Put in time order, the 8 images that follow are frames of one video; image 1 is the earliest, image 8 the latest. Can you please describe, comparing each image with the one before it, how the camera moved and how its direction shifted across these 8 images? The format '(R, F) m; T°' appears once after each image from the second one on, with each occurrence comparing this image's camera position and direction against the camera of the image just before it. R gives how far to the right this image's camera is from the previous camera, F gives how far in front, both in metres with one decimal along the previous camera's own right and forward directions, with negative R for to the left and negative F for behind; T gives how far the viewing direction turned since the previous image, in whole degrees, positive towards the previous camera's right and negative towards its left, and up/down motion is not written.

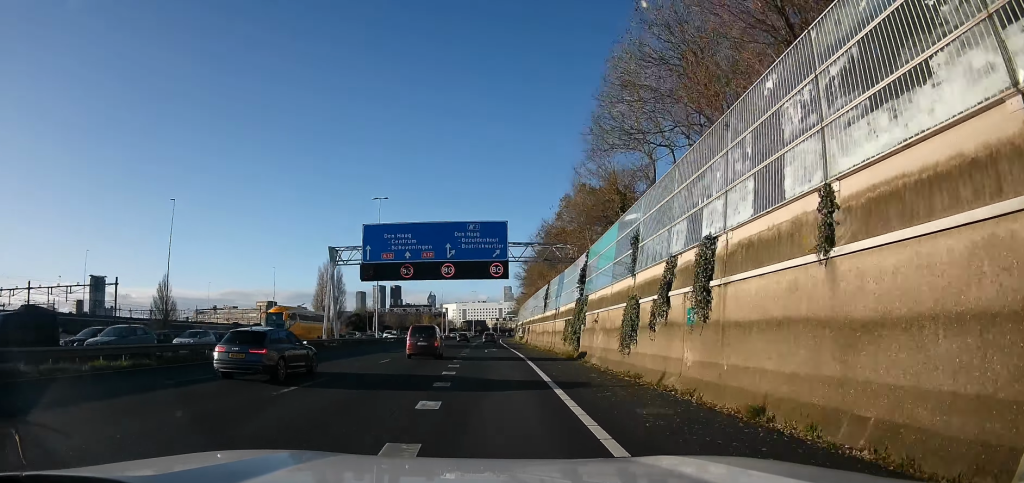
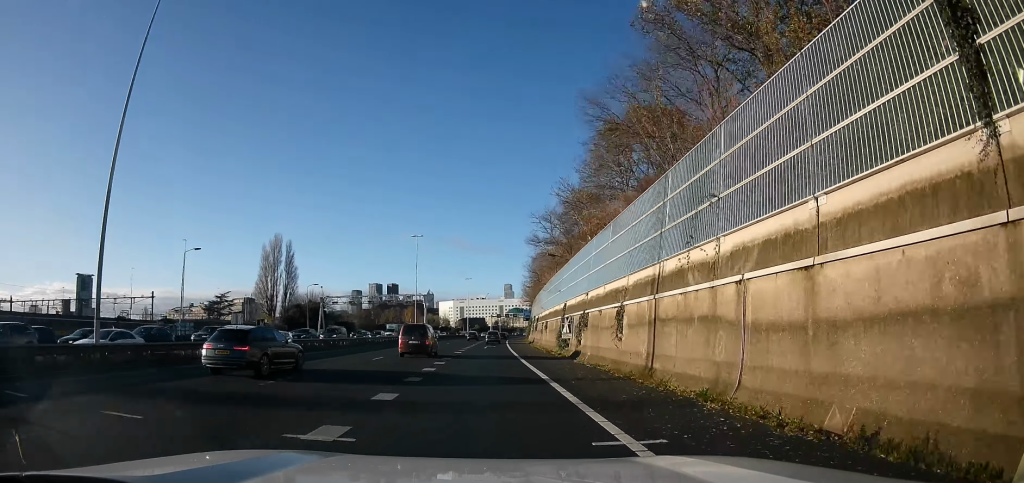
(0.0, +46.9) m; 0°
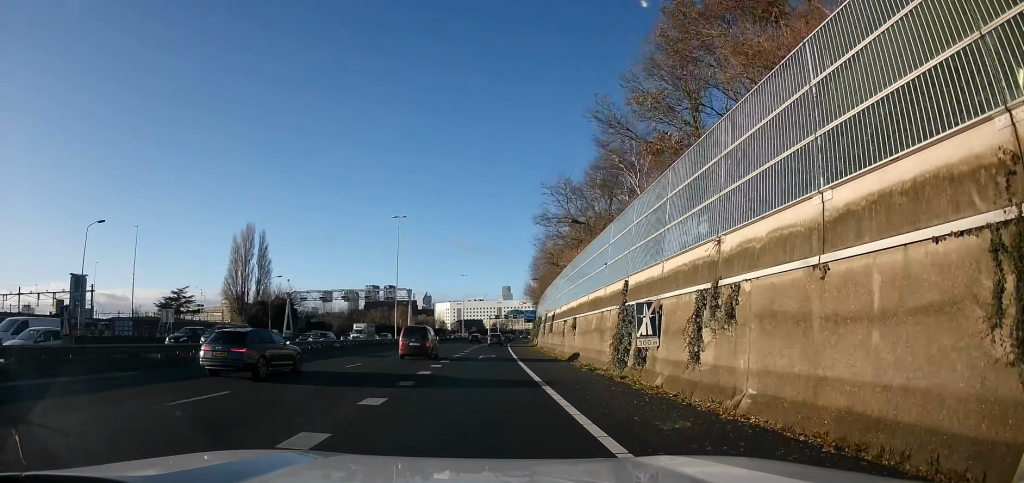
(0.0, +16.5) m; +2°
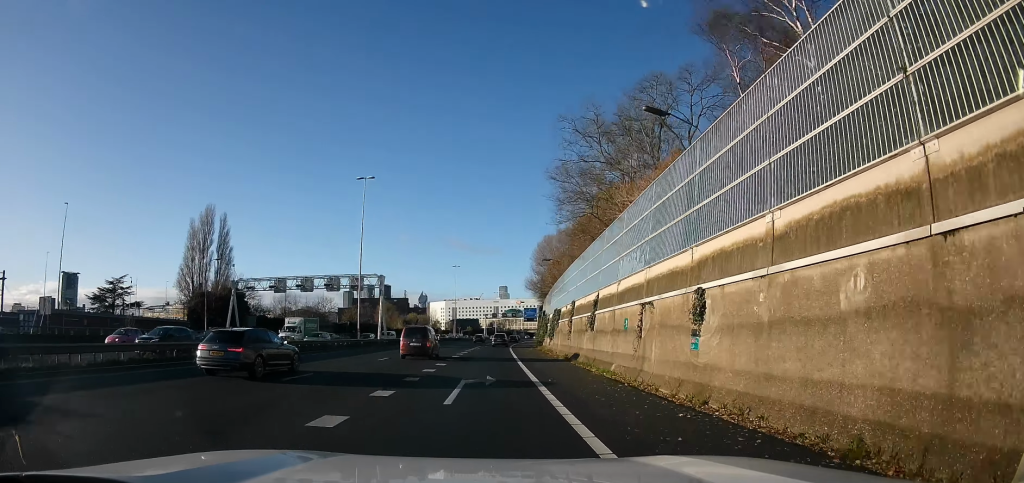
(+0.6, +18.7) m; +1°
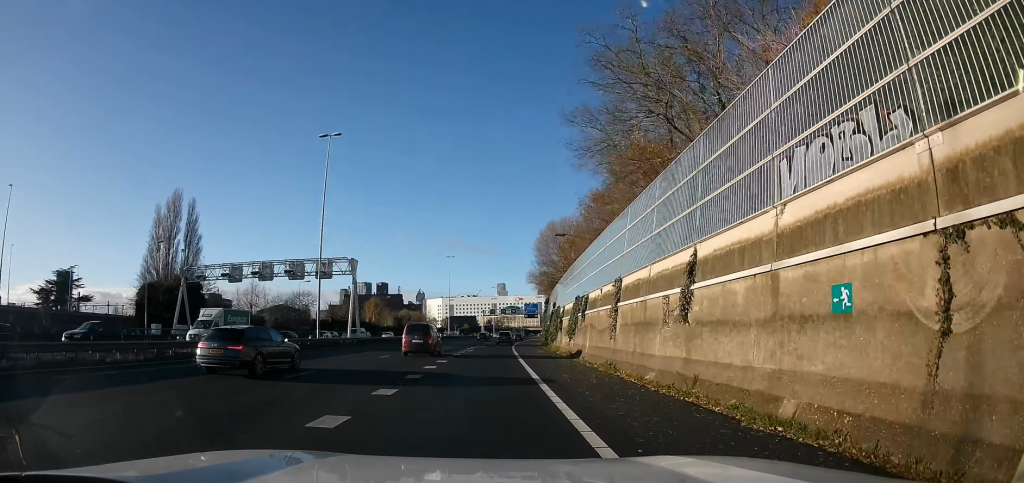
(+0.3, +12.2) m; 0°
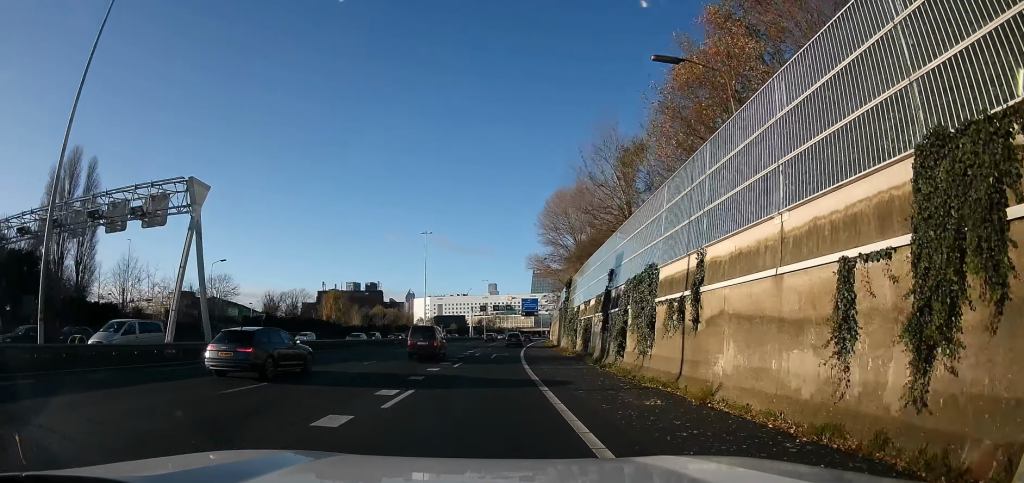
(-1.3, +27.8) m; -1°
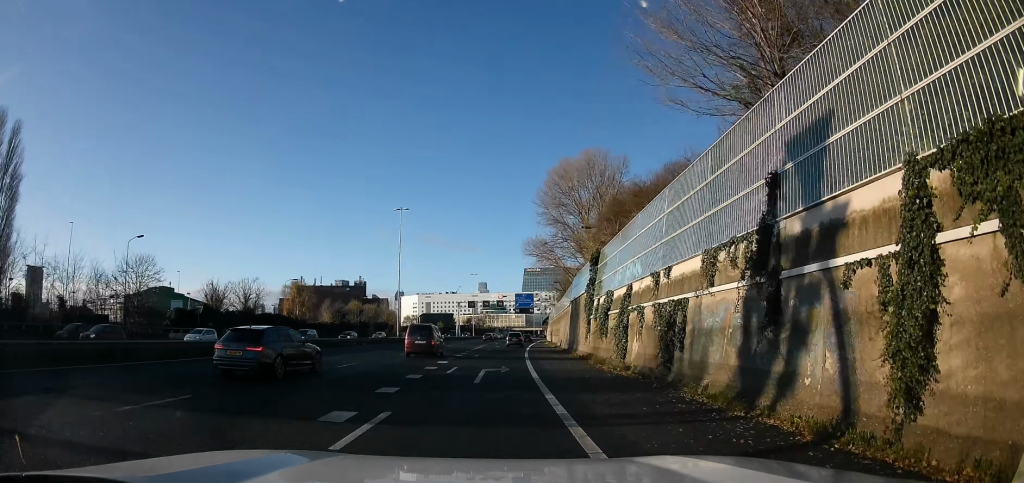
(+0.1, +15.6) m; +3°
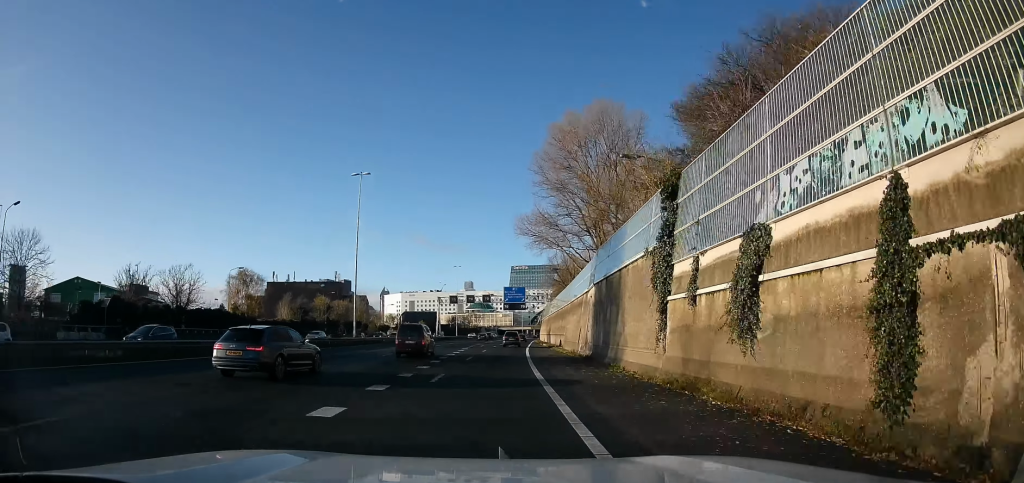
(+1.3, +15.7) m; 0°
